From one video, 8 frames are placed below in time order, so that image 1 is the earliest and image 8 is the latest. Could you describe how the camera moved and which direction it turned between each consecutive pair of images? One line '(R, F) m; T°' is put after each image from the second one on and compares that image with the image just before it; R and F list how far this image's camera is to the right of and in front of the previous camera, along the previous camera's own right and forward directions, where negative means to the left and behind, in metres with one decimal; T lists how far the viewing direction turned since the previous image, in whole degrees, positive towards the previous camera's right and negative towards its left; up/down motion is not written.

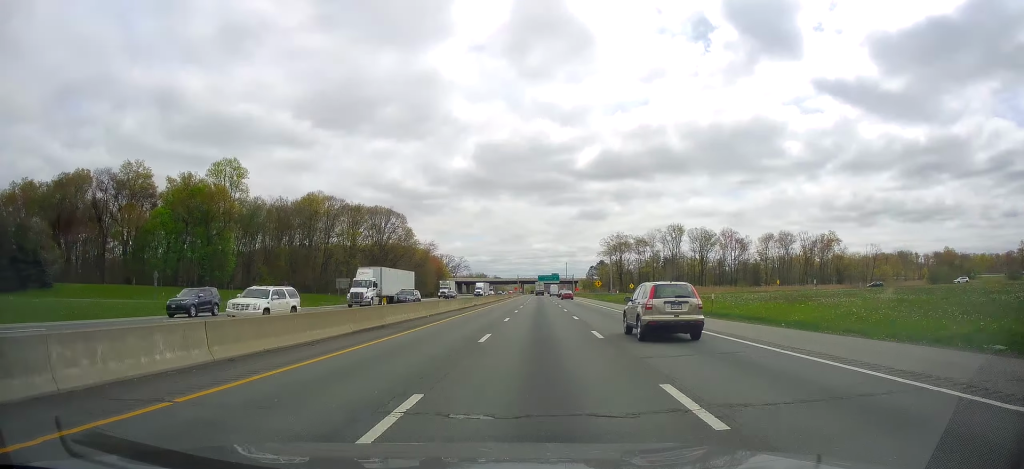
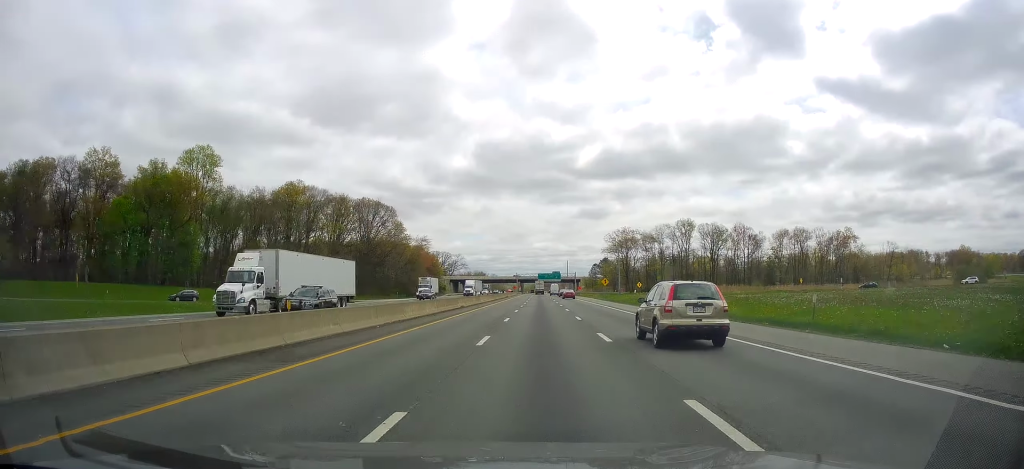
(-0.1, +13.6) m; 0°
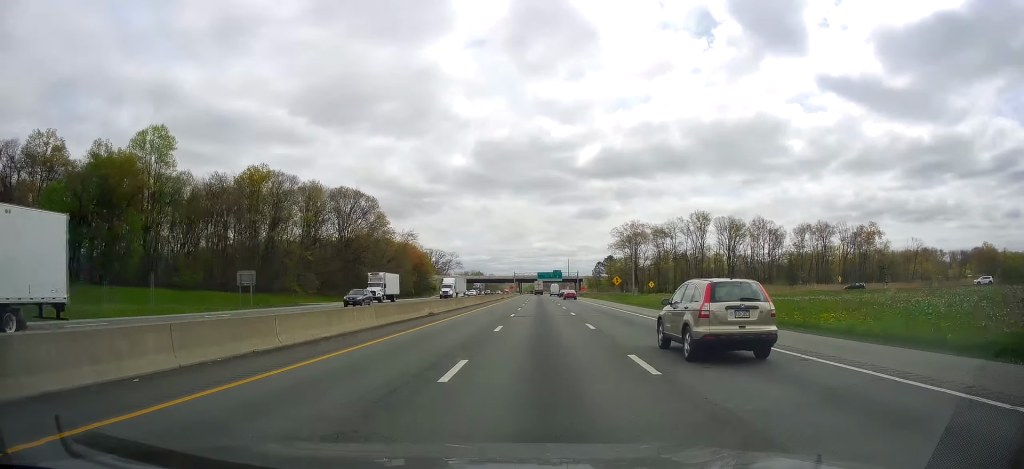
(0.0, +18.7) m; 0°
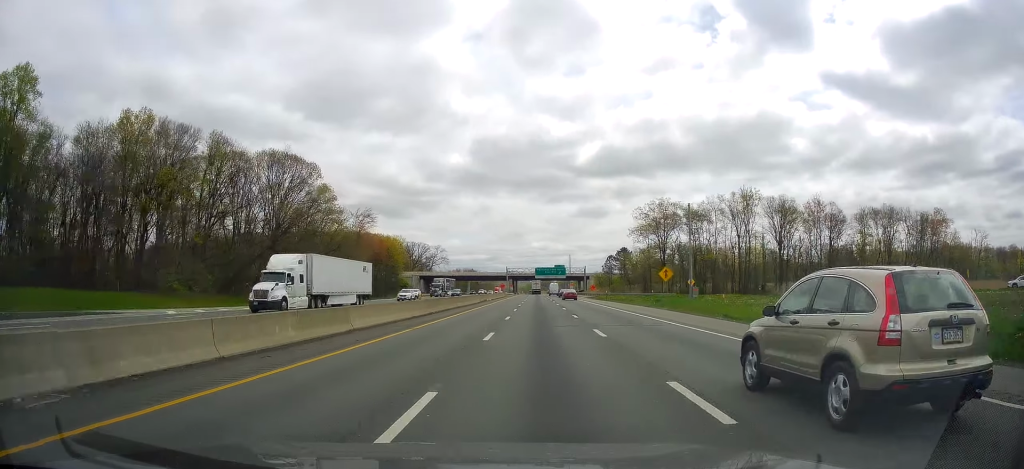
(+0.1, +40.3) m; +1°
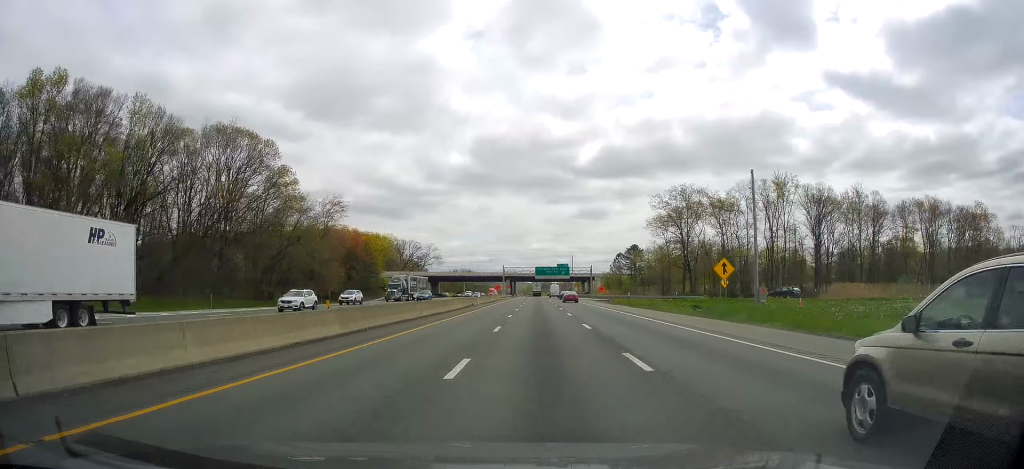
(+0.3, +19.7) m; 0°
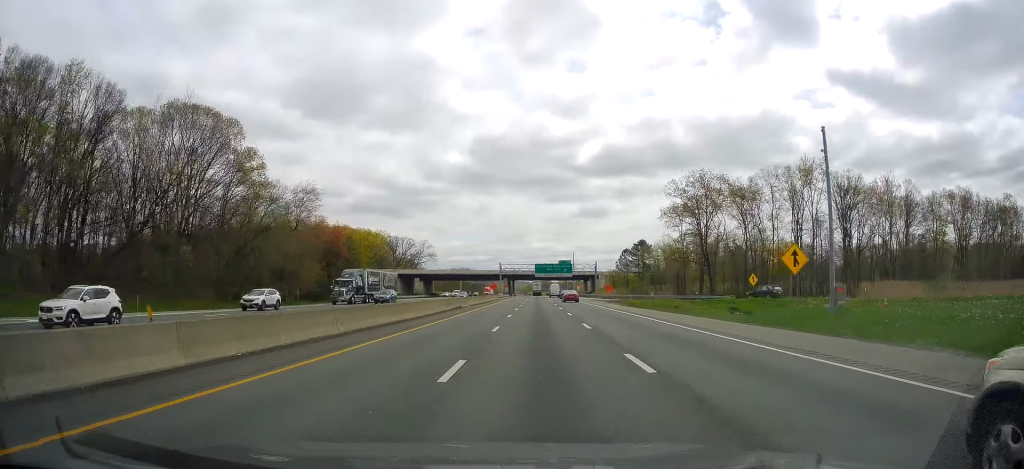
(+0.2, +12.4) m; 0°
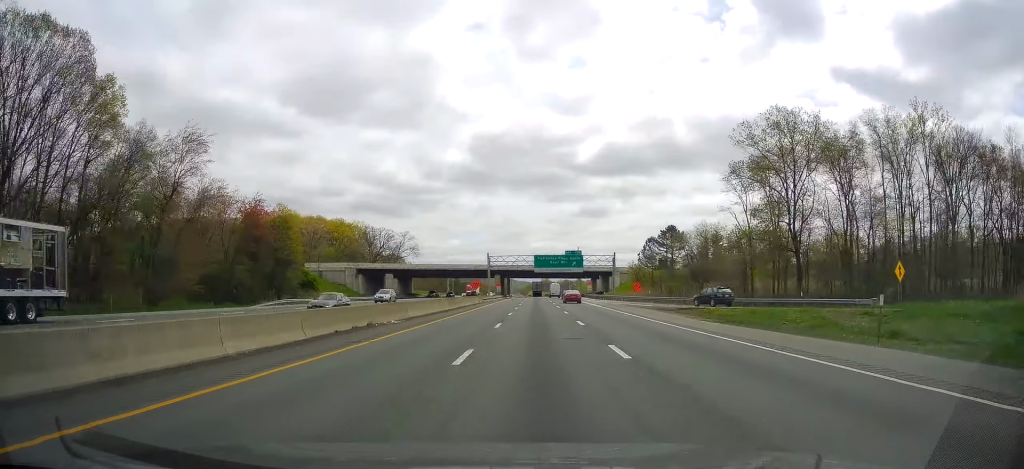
(-0.5, +34.3) m; -1°
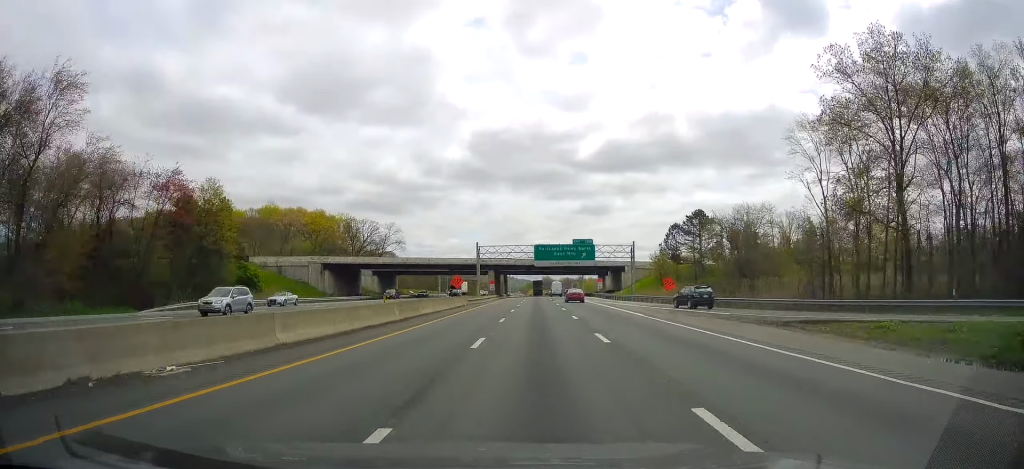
(0.0, +20.9) m; 0°
